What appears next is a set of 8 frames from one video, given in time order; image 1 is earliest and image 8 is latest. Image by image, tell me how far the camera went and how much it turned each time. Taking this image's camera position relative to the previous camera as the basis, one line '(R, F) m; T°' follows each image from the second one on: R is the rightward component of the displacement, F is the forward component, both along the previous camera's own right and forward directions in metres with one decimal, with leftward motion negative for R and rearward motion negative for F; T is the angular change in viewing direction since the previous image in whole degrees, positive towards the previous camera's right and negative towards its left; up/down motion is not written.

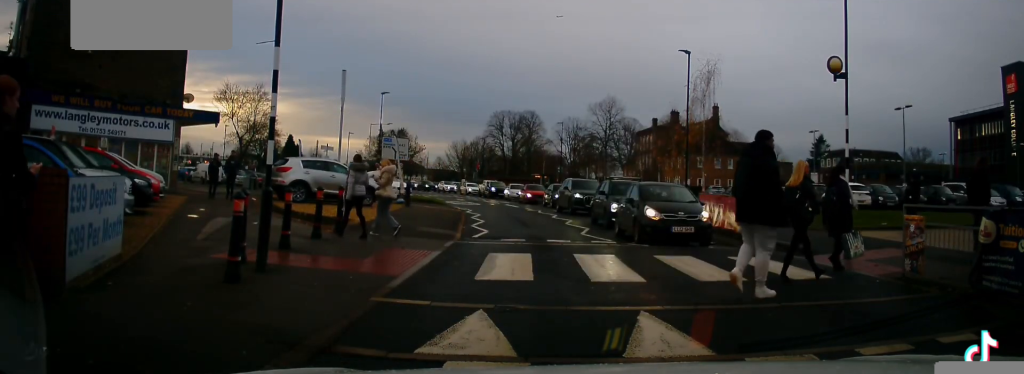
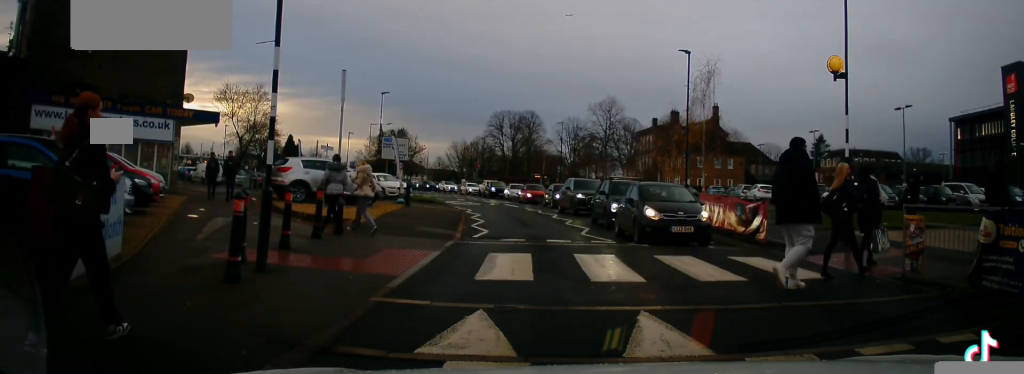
(0.0, 0.0) m; 0°
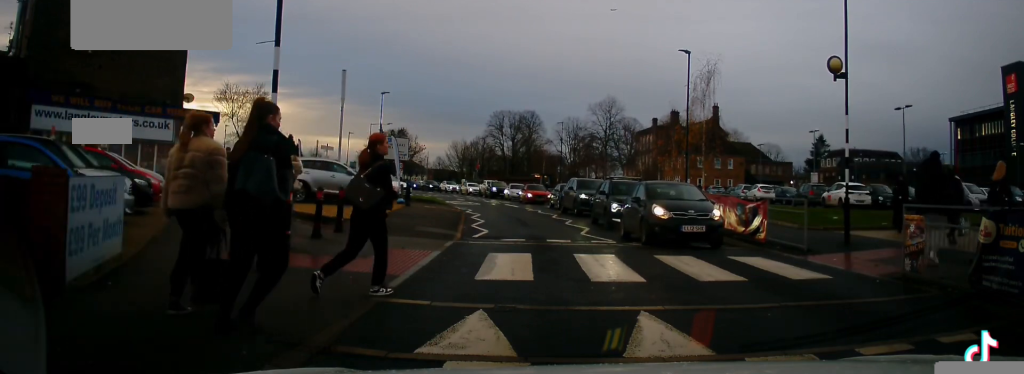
(0.0, 0.0) m; 0°
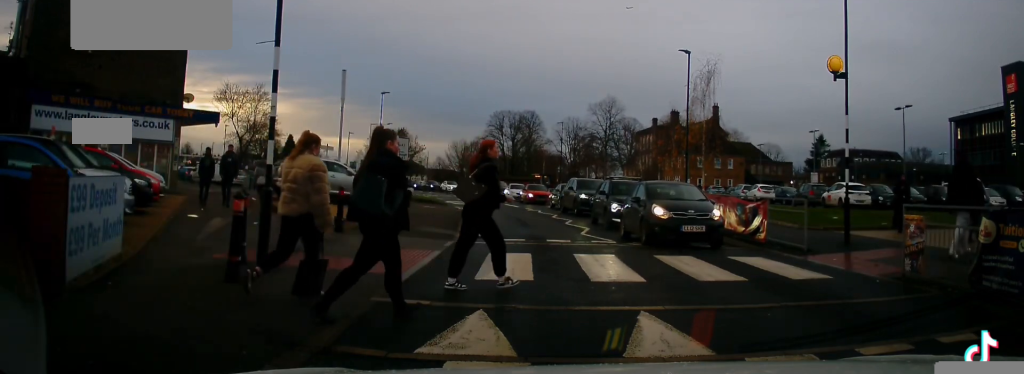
(0.0, 0.0) m; 0°
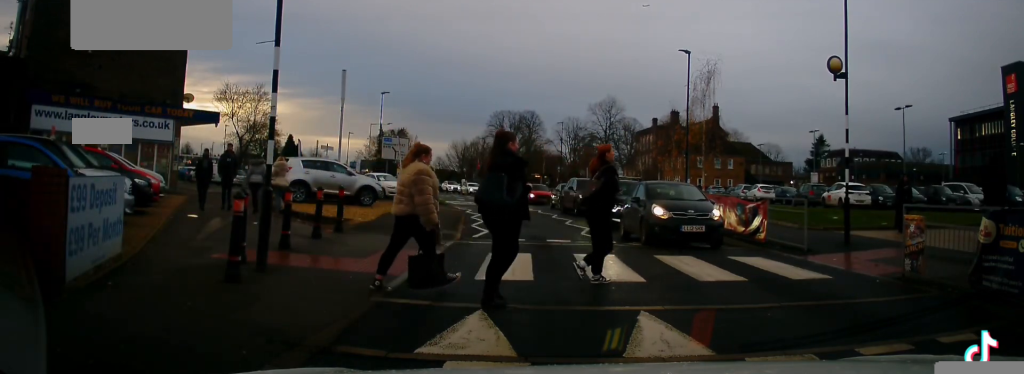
(0.0, 0.0) m; 0°
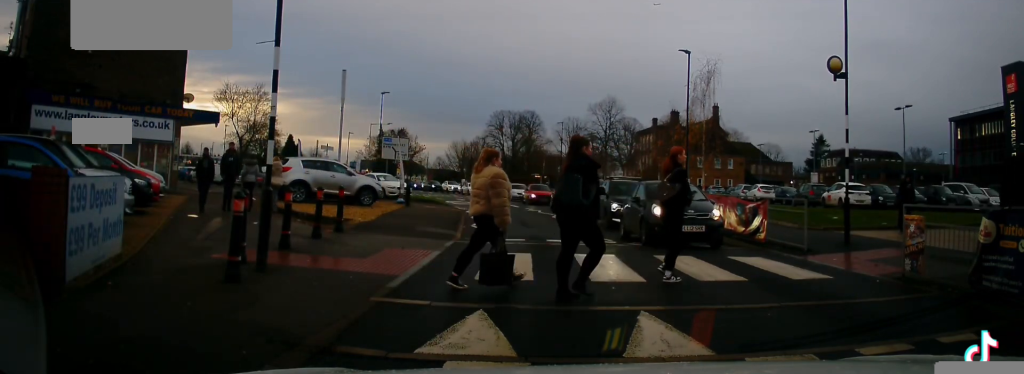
(0.0, 0.0) m; 0°
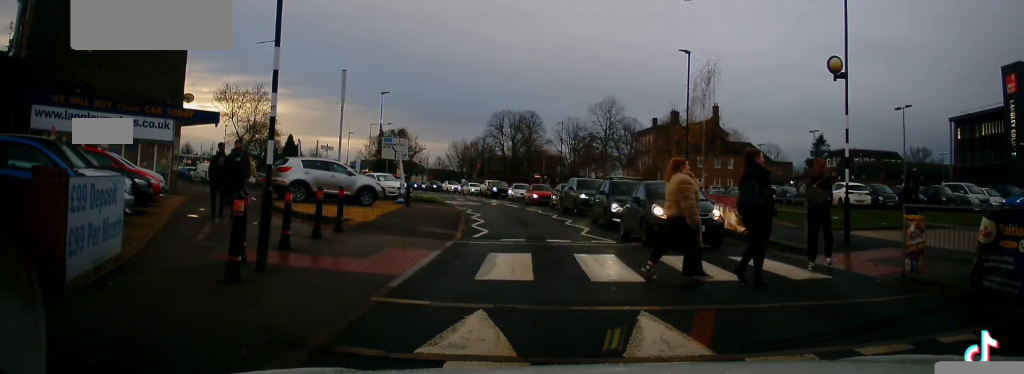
(0.0, 0.0) m; 0°
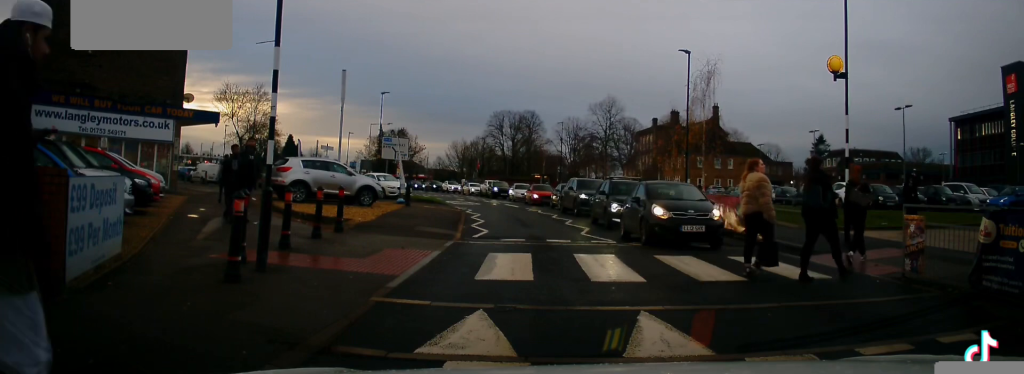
(0.0, 0.0) m; 0°
